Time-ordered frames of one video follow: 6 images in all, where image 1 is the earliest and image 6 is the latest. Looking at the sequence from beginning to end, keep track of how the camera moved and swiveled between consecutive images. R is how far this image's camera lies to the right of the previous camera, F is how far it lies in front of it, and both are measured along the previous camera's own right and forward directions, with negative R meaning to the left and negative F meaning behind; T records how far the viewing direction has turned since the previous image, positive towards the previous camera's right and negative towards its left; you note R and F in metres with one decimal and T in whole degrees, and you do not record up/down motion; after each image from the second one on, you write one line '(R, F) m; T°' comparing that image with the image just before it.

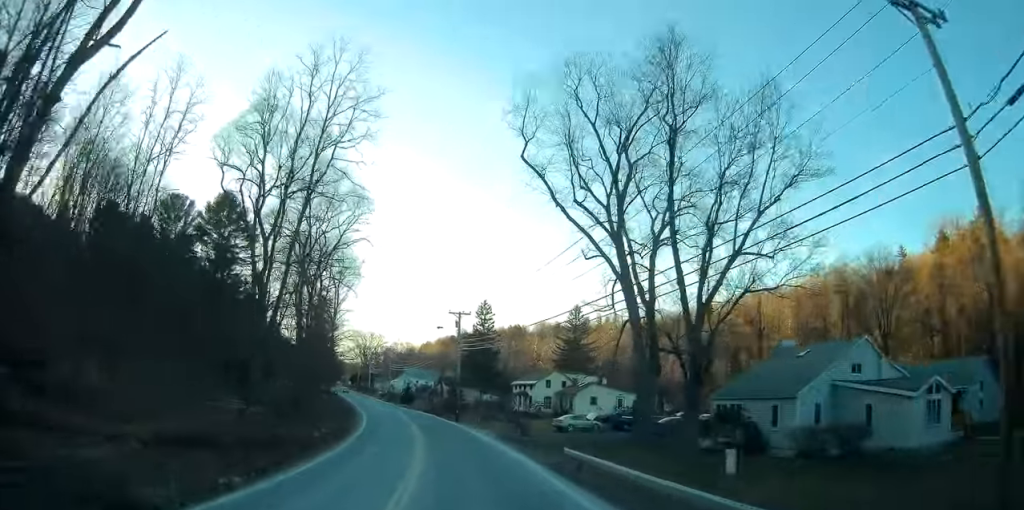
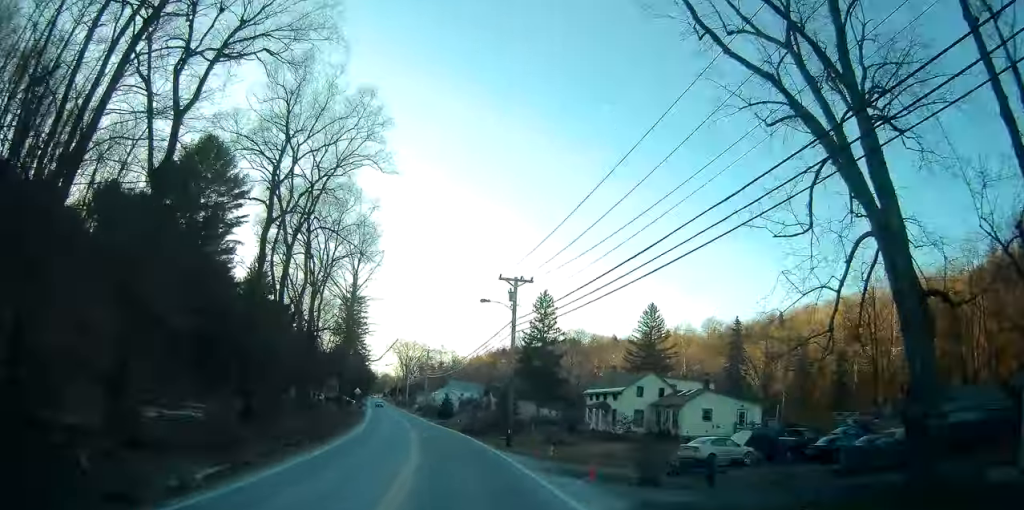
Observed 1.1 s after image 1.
(-0.5, +22.4) m; -3°
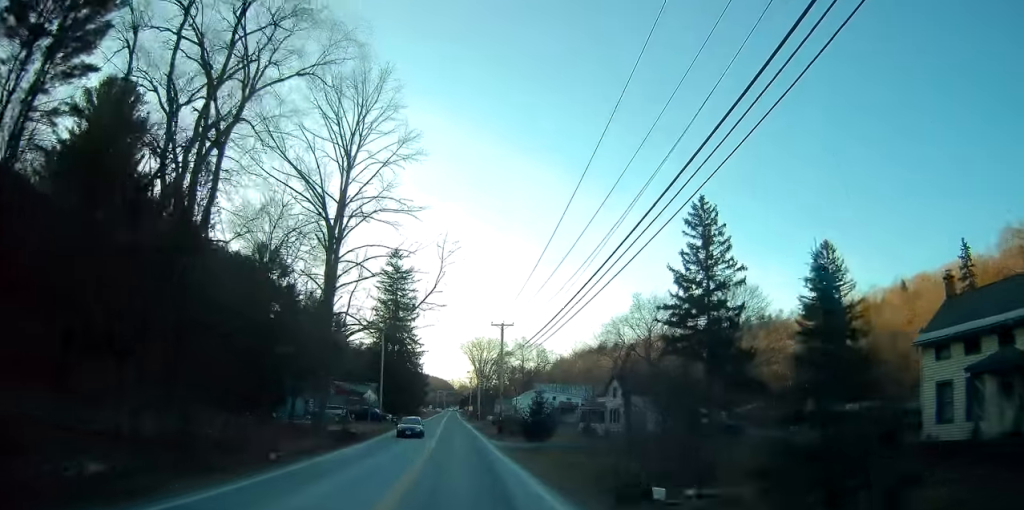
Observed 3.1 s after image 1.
(-2.9, +40.1) m; -7°
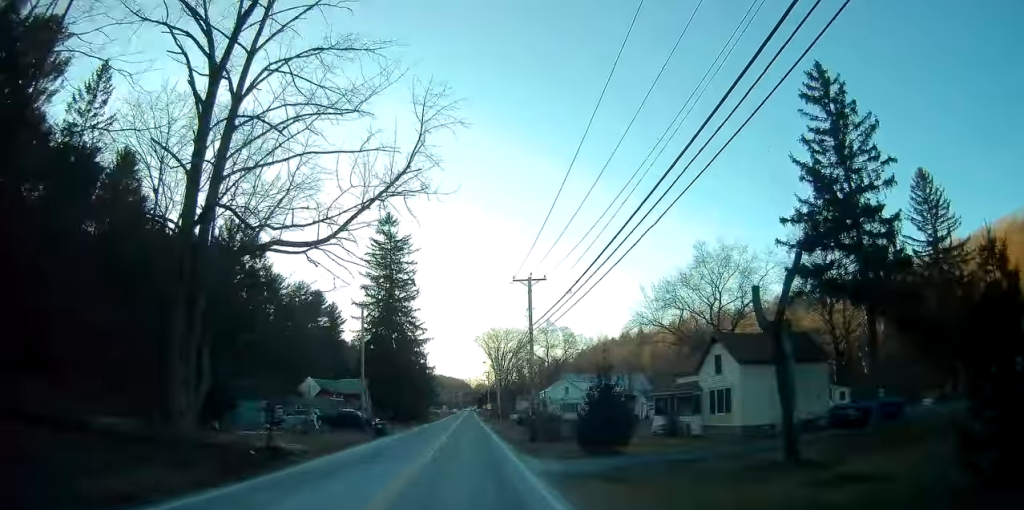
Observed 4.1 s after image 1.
(-0.1, +19.5) m; -2°
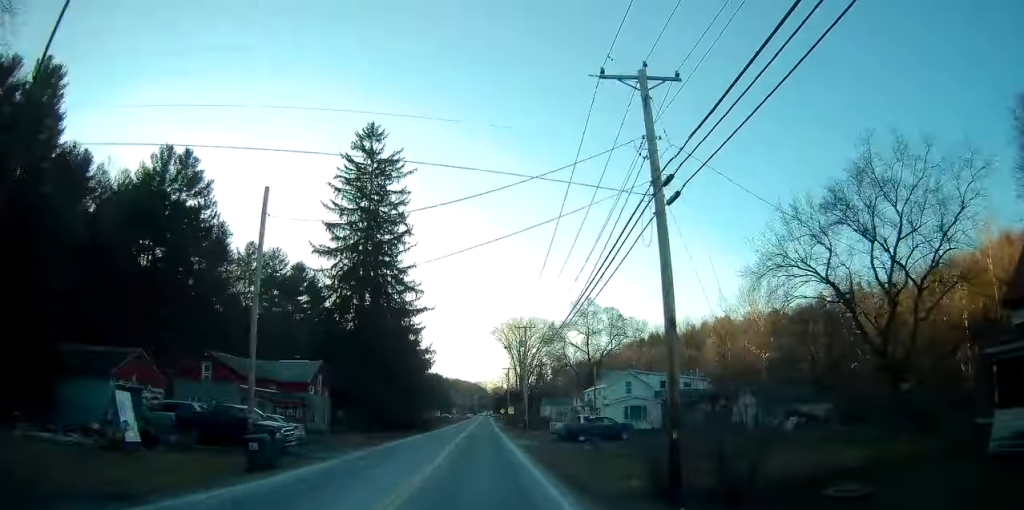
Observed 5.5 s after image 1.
(-0.8, +27.3) m; -2°
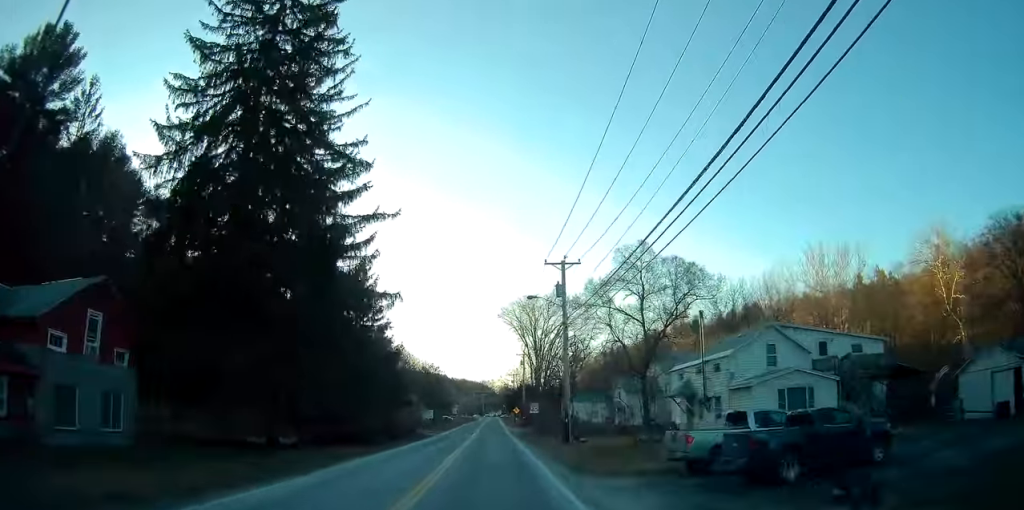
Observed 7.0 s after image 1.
(-0.2, +28.7) m; -1°
